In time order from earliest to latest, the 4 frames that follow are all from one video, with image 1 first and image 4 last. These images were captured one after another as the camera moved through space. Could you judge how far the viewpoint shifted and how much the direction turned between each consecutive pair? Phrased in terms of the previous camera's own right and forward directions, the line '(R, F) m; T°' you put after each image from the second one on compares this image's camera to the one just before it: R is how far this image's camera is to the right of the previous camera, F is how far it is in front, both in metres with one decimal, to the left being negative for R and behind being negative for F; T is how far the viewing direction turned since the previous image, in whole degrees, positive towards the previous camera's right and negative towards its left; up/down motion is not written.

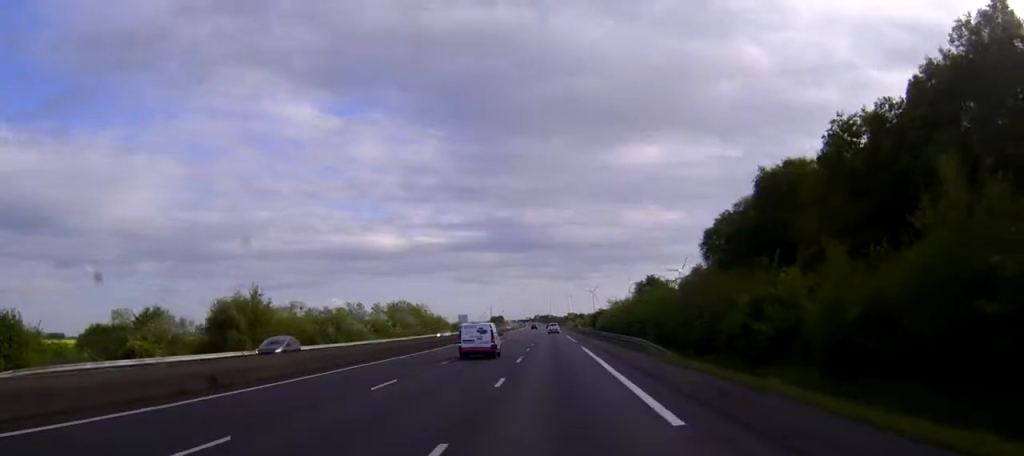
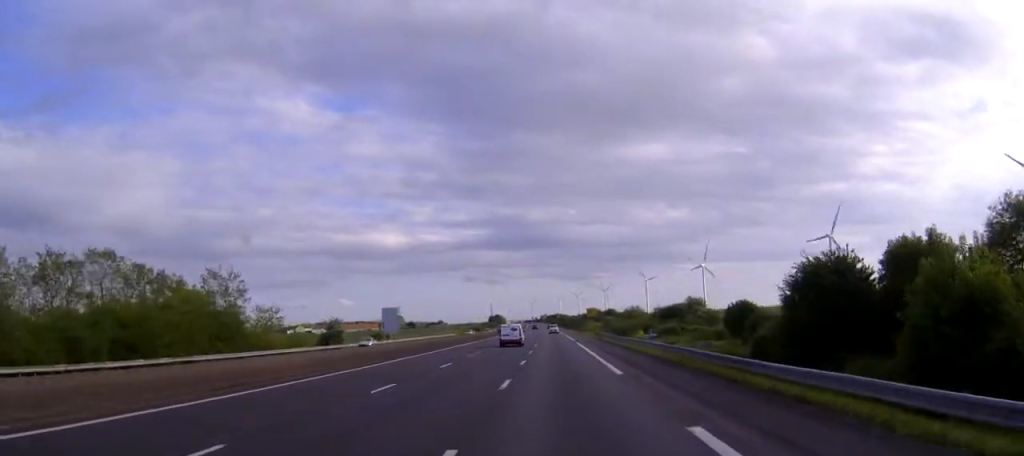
(-0.5, +143.6) m; -1°
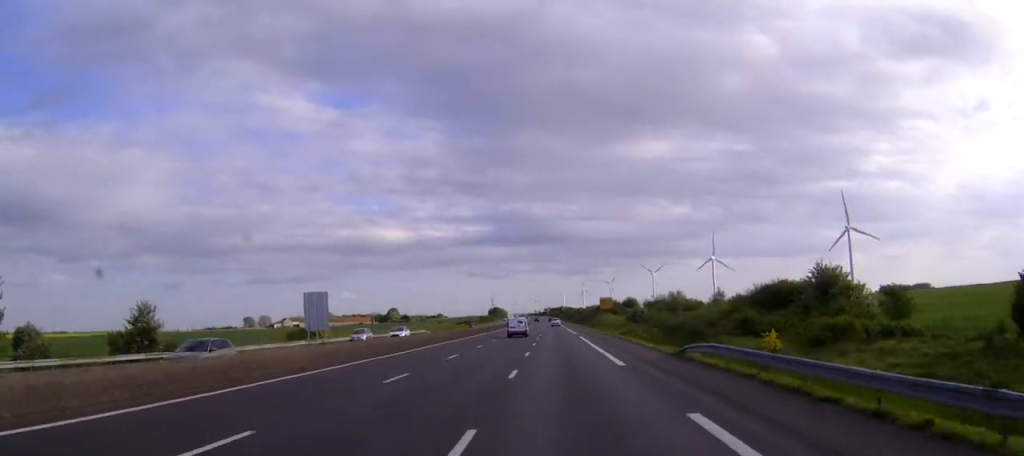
(0.0, +51.2) m; 0°
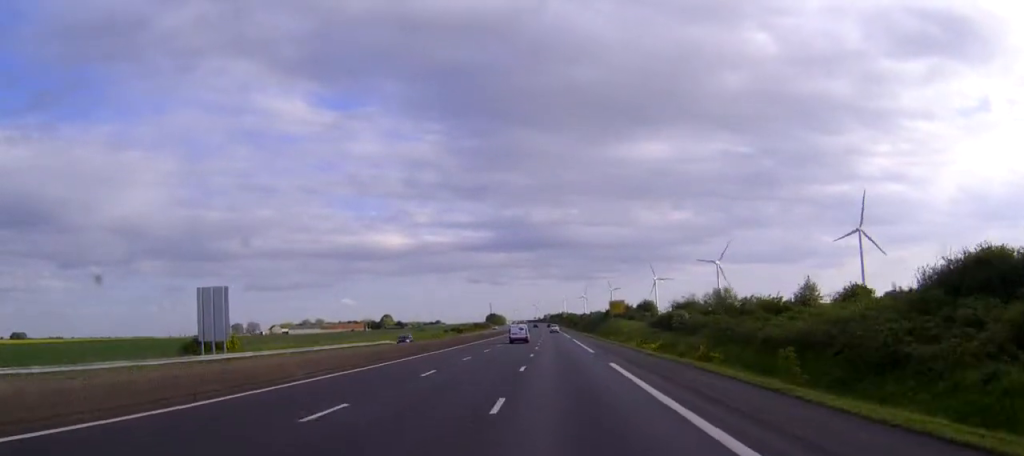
(-0.1, +33.2) m; 0°
